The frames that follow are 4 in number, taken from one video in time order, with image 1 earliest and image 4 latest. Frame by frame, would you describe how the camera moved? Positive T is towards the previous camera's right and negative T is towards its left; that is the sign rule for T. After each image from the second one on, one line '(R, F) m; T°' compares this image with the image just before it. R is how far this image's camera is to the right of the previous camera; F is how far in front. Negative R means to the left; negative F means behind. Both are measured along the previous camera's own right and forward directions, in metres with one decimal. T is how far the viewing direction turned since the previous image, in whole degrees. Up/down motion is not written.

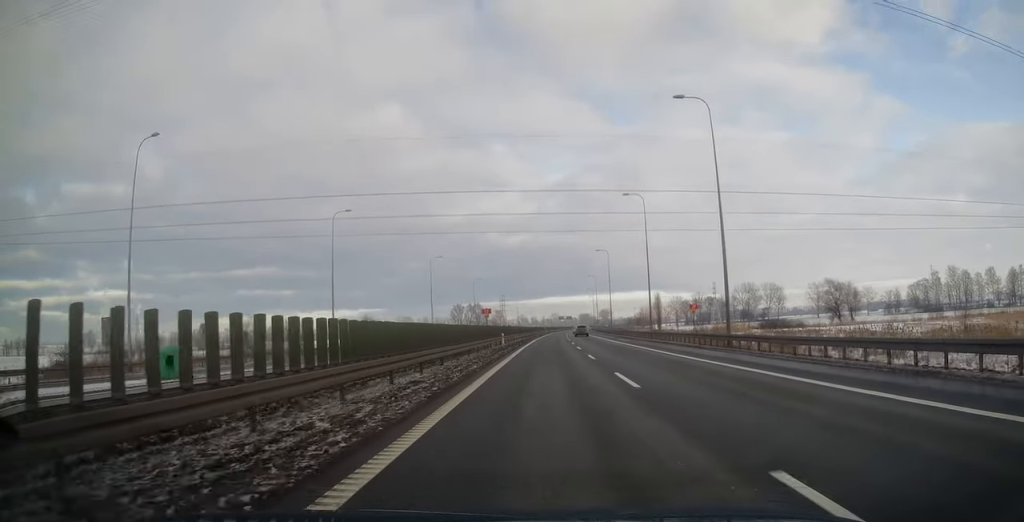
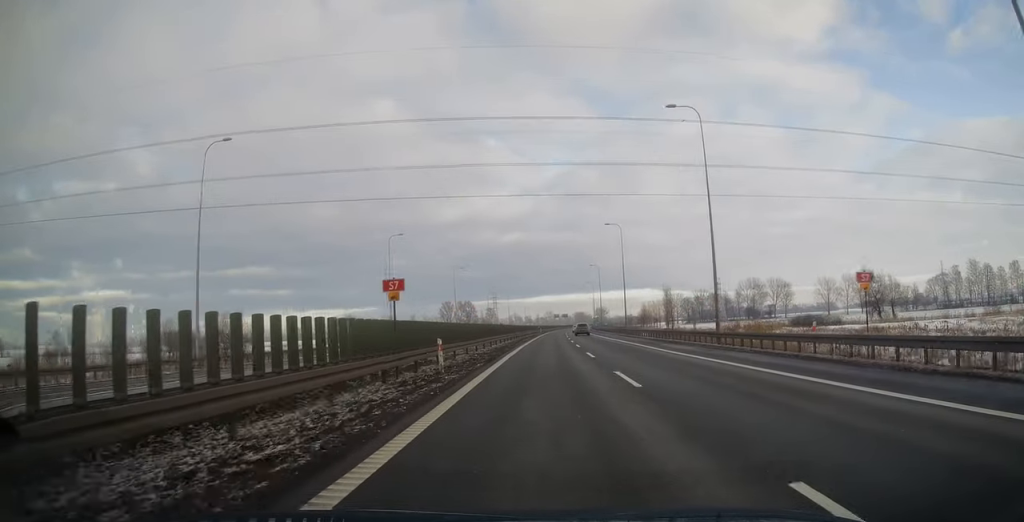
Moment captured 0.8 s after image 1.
(+0.2, +24.4) m; +1°
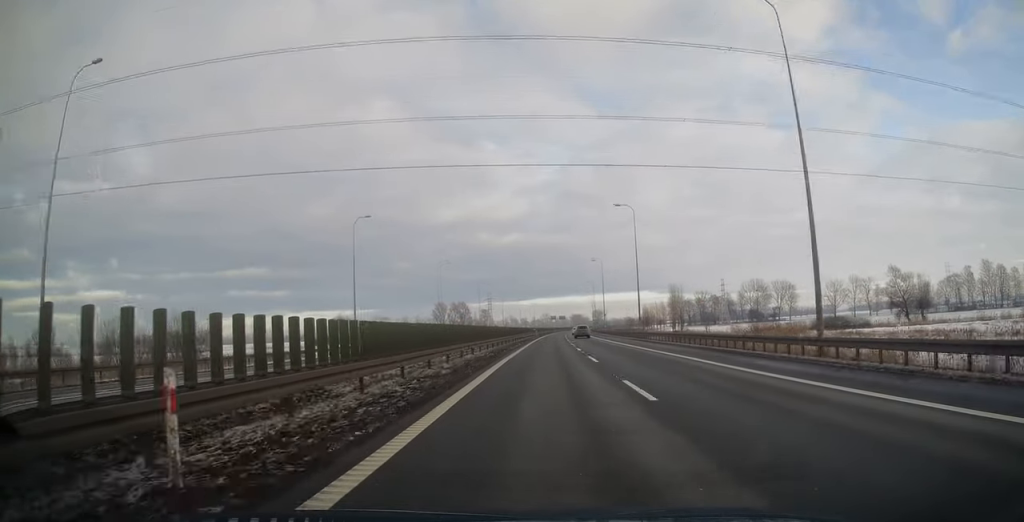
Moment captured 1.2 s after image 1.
(+0.1, +13.8) m; 0°
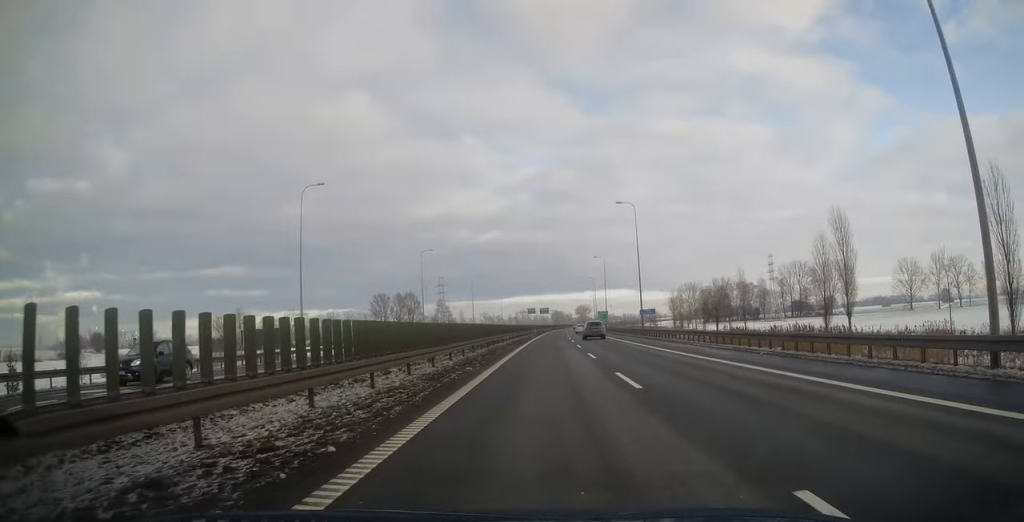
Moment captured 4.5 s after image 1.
(+1.4, +106.5) m; +2°
